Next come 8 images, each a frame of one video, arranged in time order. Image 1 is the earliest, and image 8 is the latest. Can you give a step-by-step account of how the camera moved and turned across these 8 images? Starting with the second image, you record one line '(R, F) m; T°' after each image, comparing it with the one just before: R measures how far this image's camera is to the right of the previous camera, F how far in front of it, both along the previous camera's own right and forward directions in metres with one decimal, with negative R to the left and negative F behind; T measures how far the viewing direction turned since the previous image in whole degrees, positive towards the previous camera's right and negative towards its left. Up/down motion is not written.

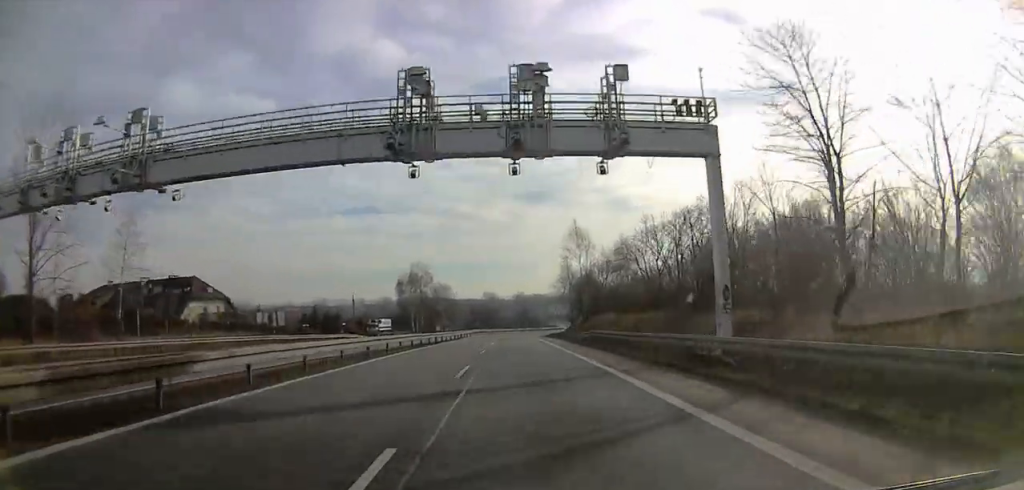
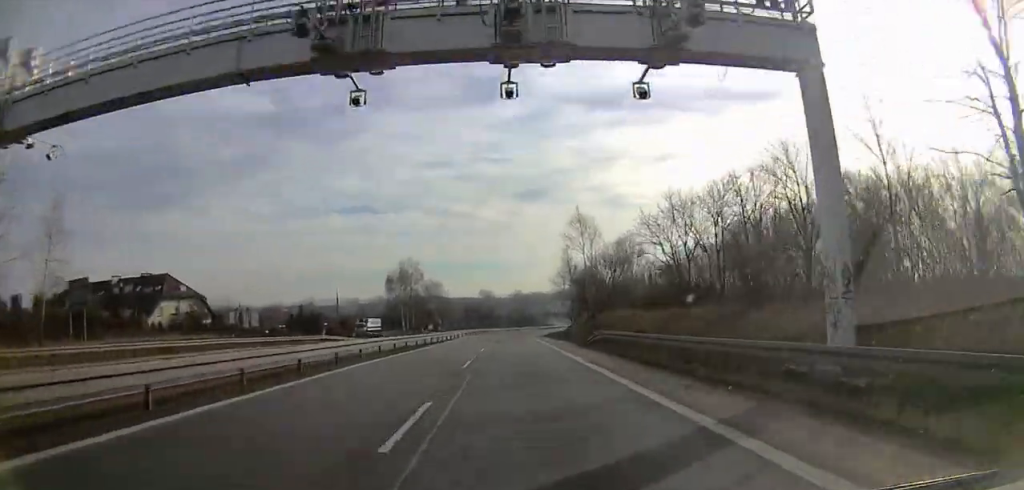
(0.0, +7.8) m; +2°
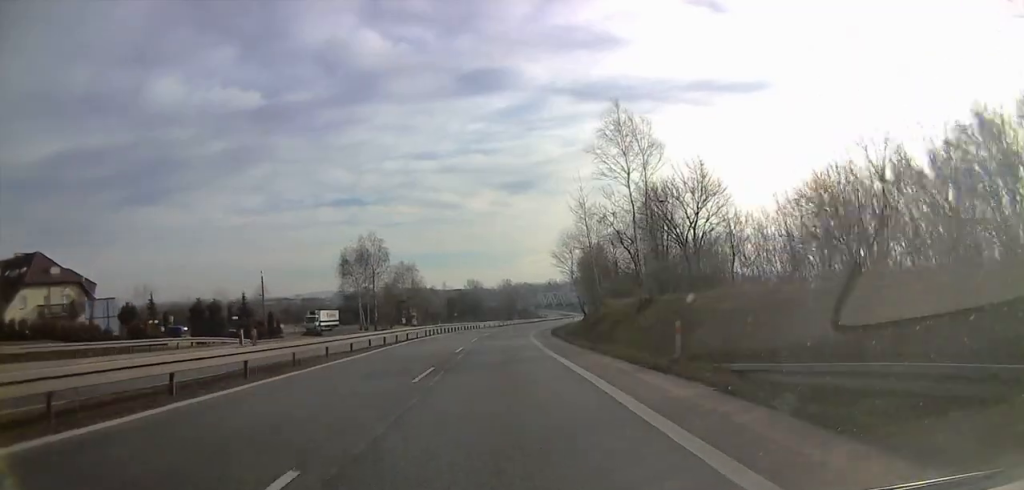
(+2.1, +29.0) m; +6°
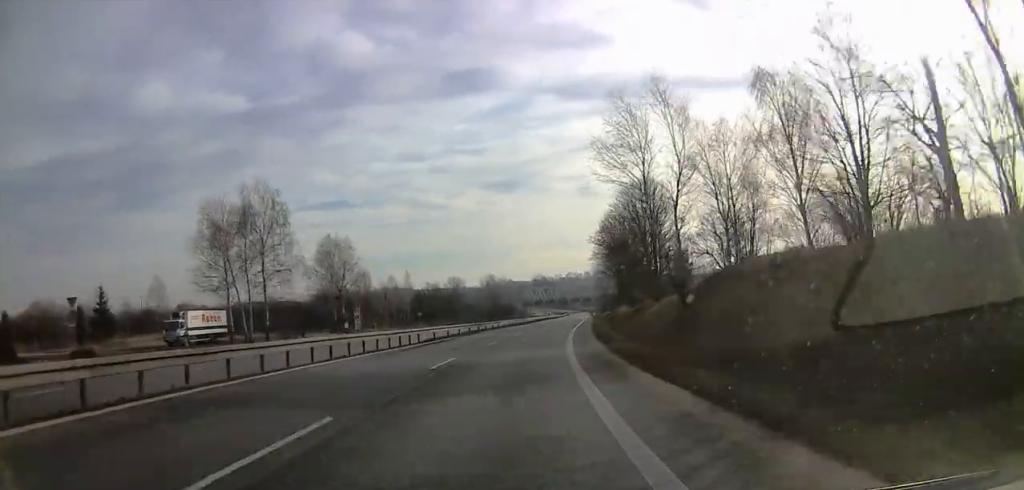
(-1.0, +48.0) m; -1°
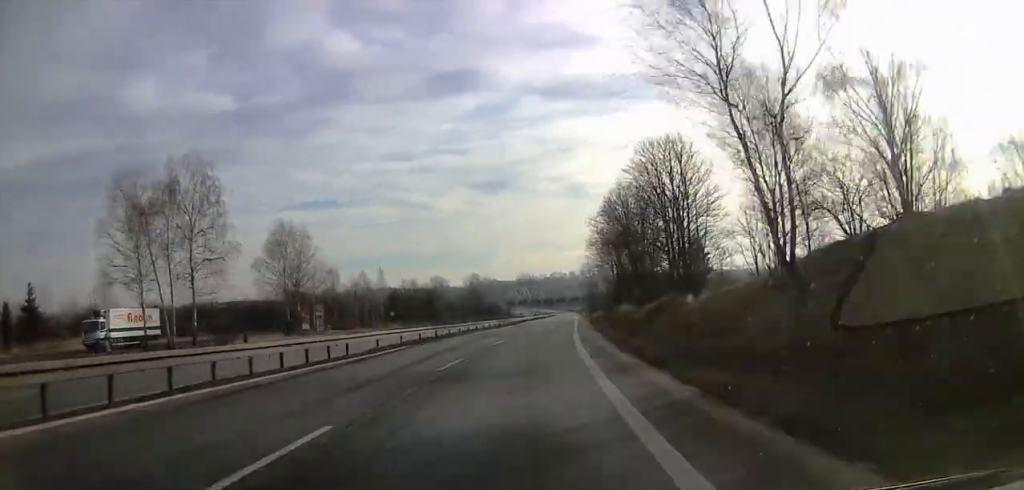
(+0.2, +14.7) m; 0°
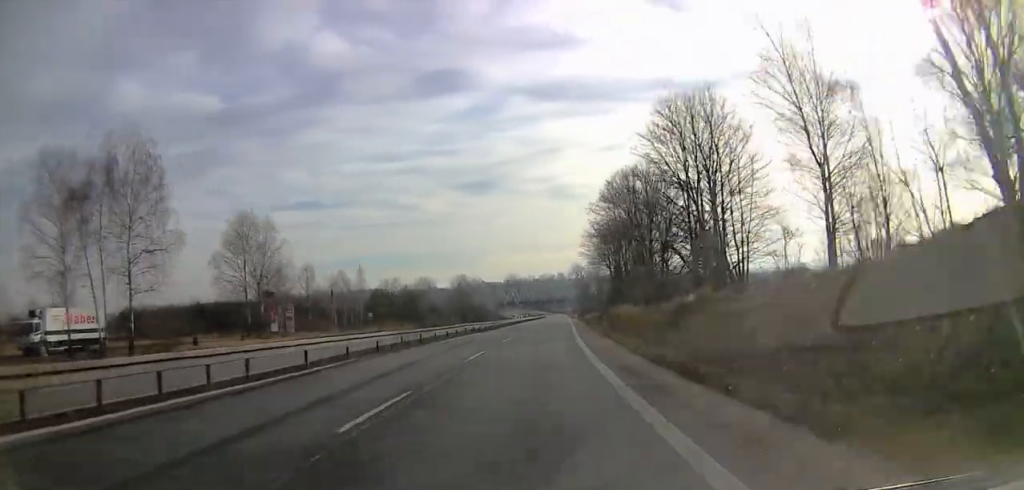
(-0.1, +9.7) m; 0°
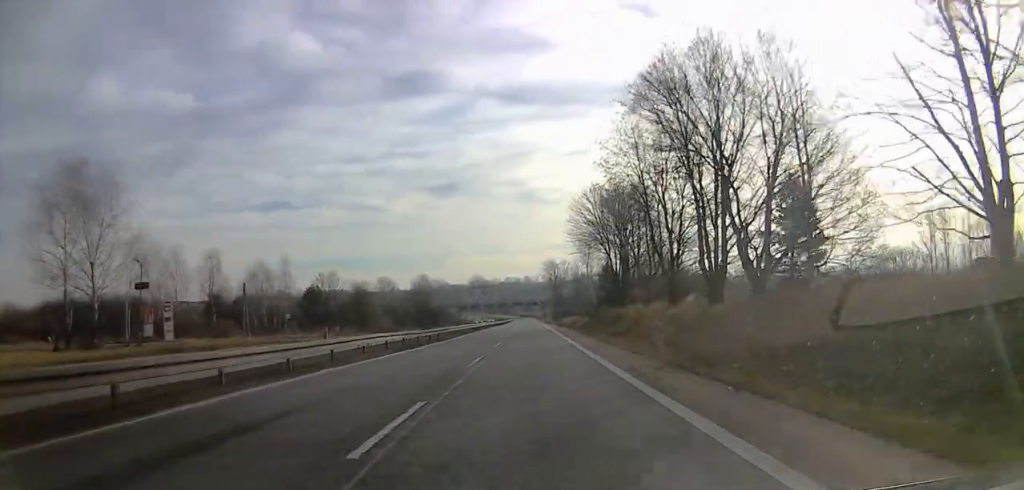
(0.0, +28.1) m; +1°
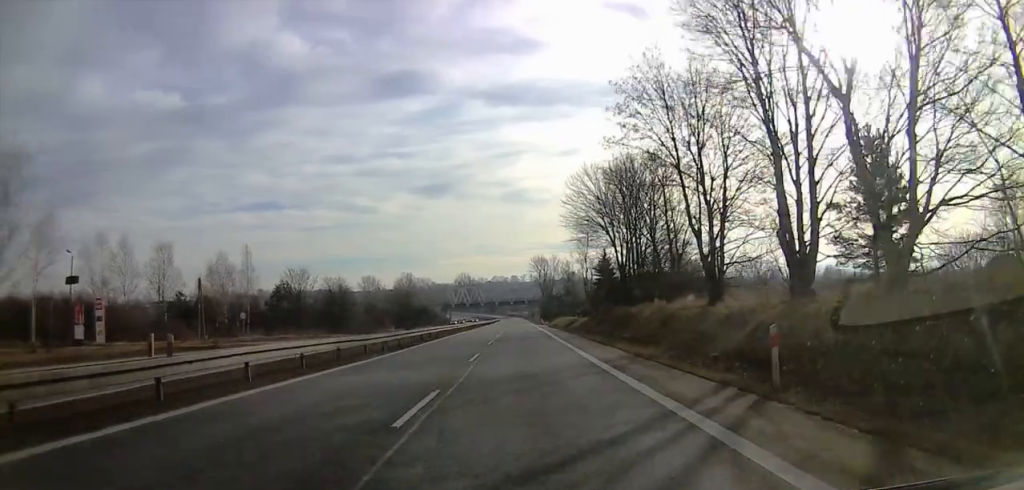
(+0.1, +10.4) m; +1°
